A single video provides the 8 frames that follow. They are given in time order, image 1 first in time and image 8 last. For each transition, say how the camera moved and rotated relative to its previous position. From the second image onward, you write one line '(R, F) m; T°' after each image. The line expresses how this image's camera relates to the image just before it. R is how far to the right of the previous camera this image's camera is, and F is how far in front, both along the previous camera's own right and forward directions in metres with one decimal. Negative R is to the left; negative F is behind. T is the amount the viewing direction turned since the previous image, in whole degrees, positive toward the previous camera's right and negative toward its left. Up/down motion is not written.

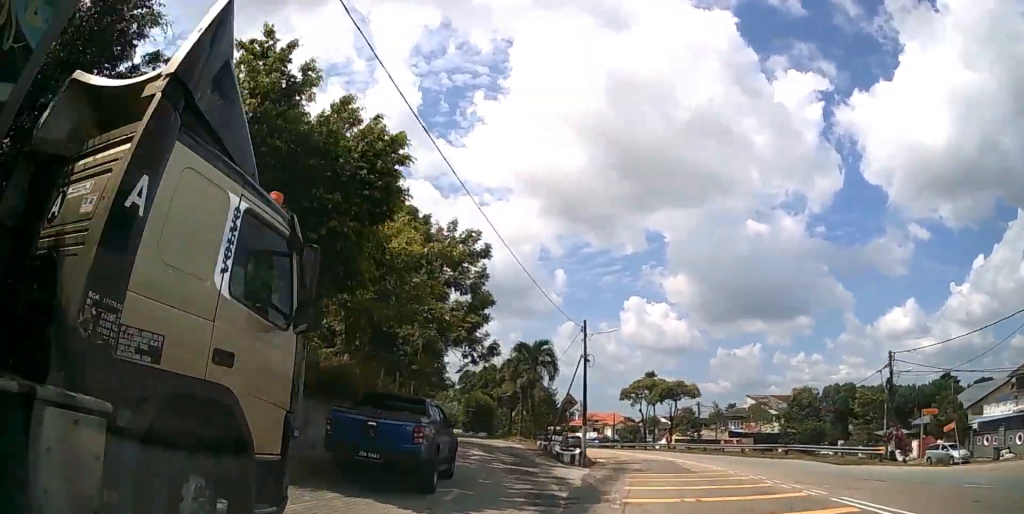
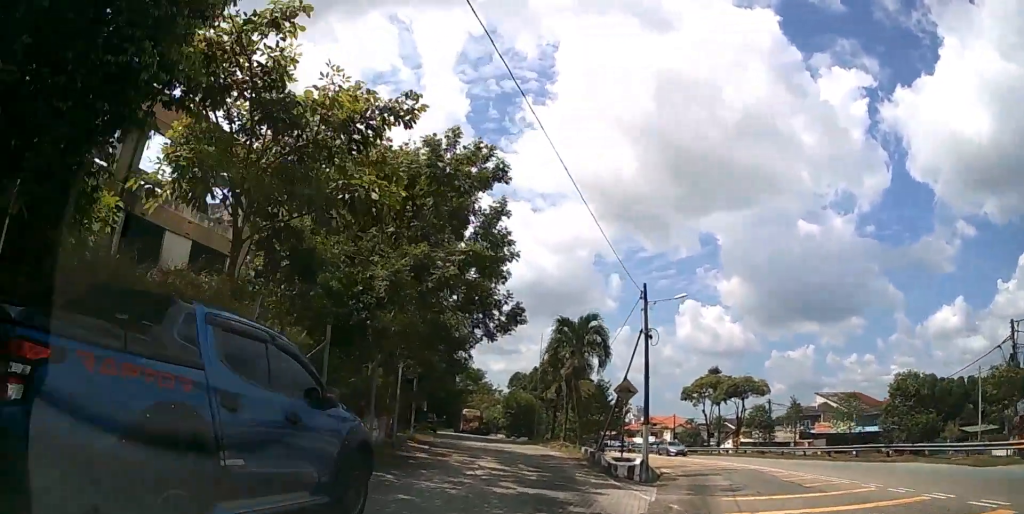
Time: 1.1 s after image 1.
(-0.1, +7.2) m; -3°
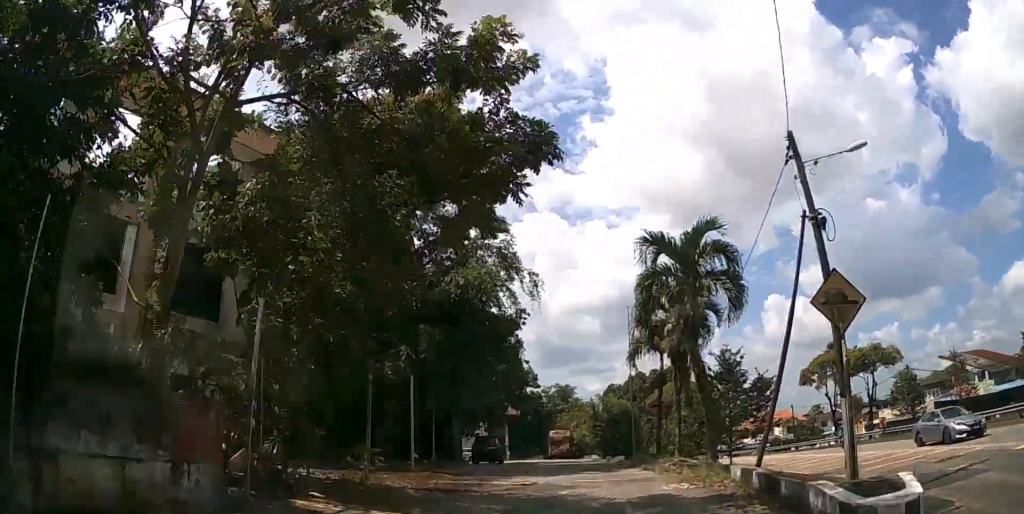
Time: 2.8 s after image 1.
(-0.9, +11.2) m; -9°
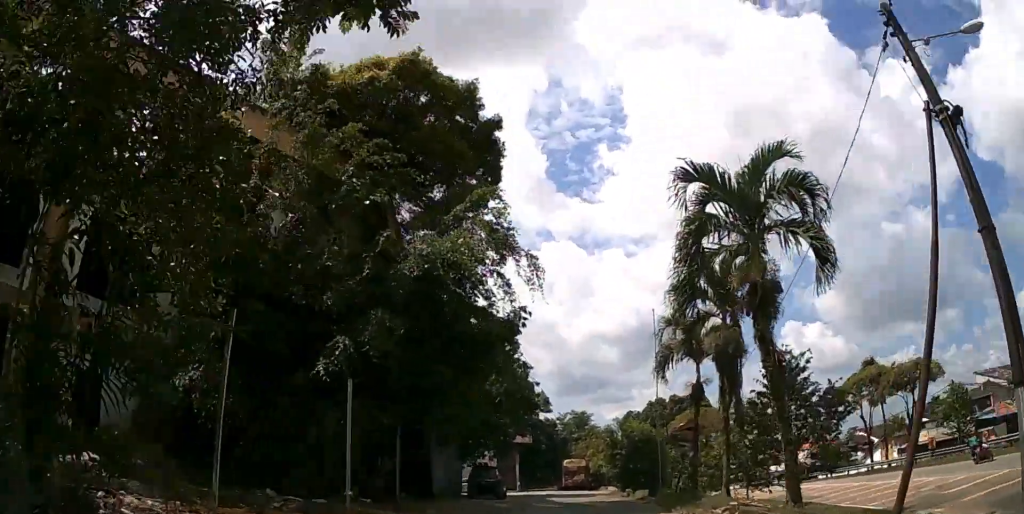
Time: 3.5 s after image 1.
(-0.2, +4.8) m; -1°
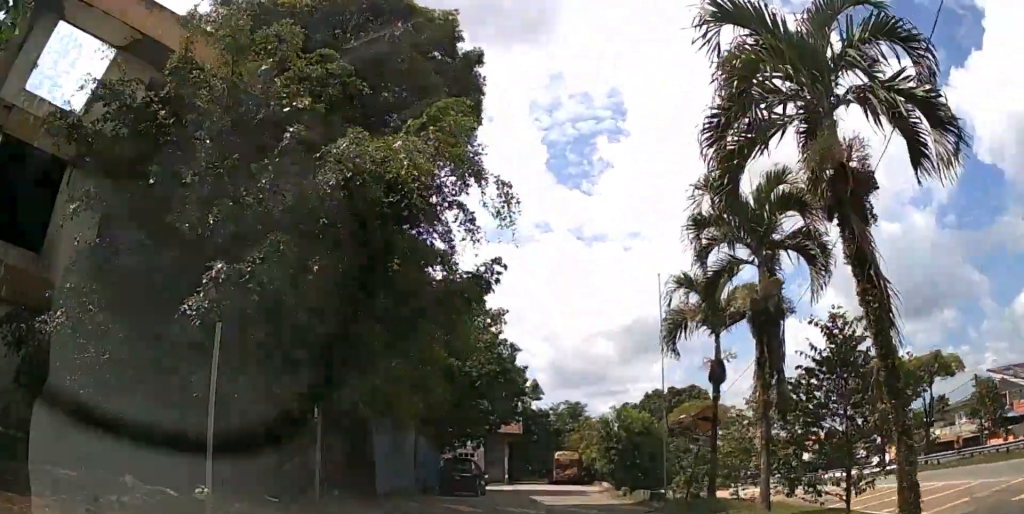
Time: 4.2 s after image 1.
(0.0, +4.3) m; -1°
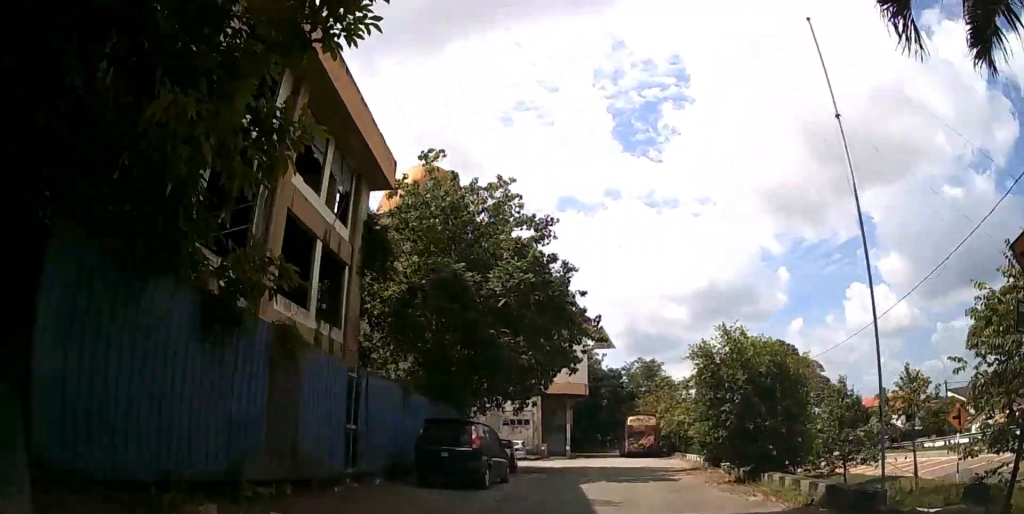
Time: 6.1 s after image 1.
(-0.5, +10.8) m; -5°
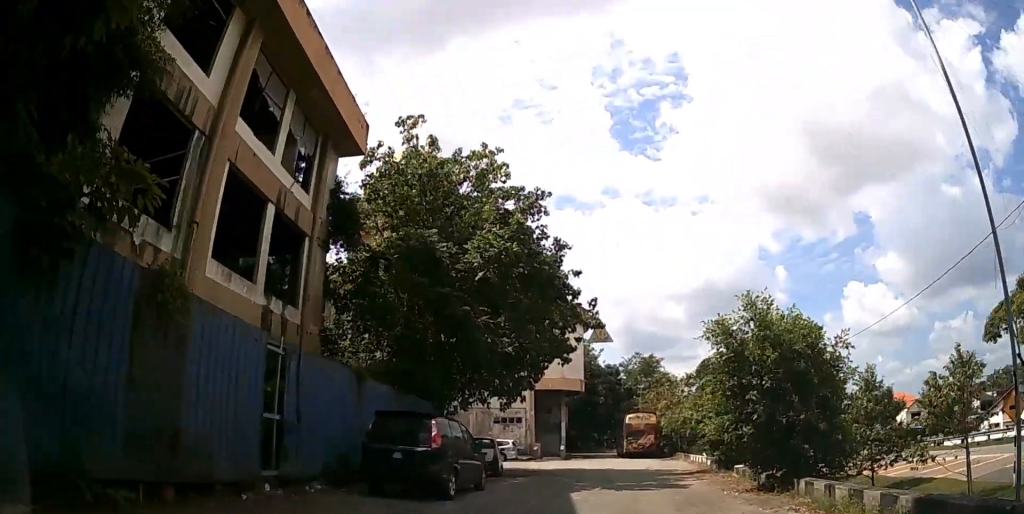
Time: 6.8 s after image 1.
(-0.1, +2.8) m; 0°
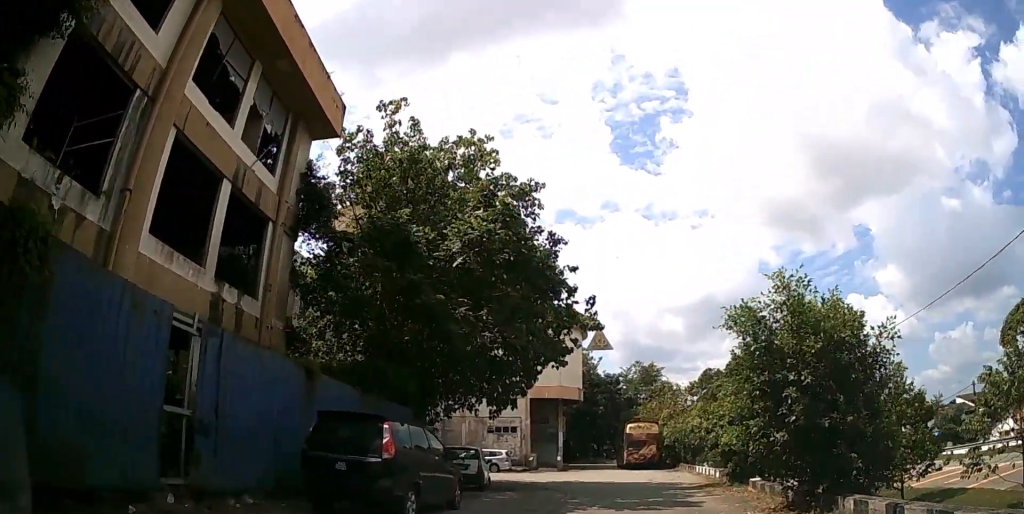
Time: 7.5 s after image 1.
(+0.1, +2.2) m; +3°
